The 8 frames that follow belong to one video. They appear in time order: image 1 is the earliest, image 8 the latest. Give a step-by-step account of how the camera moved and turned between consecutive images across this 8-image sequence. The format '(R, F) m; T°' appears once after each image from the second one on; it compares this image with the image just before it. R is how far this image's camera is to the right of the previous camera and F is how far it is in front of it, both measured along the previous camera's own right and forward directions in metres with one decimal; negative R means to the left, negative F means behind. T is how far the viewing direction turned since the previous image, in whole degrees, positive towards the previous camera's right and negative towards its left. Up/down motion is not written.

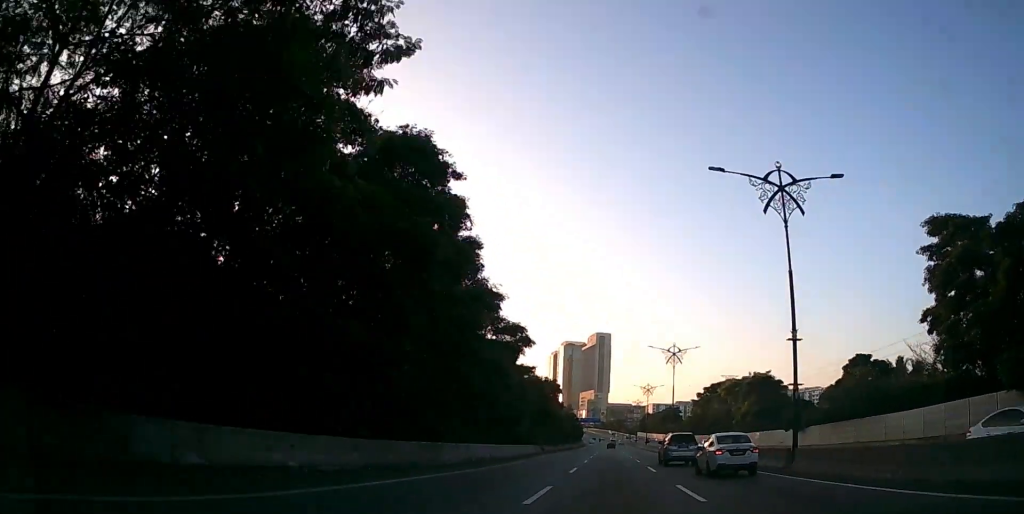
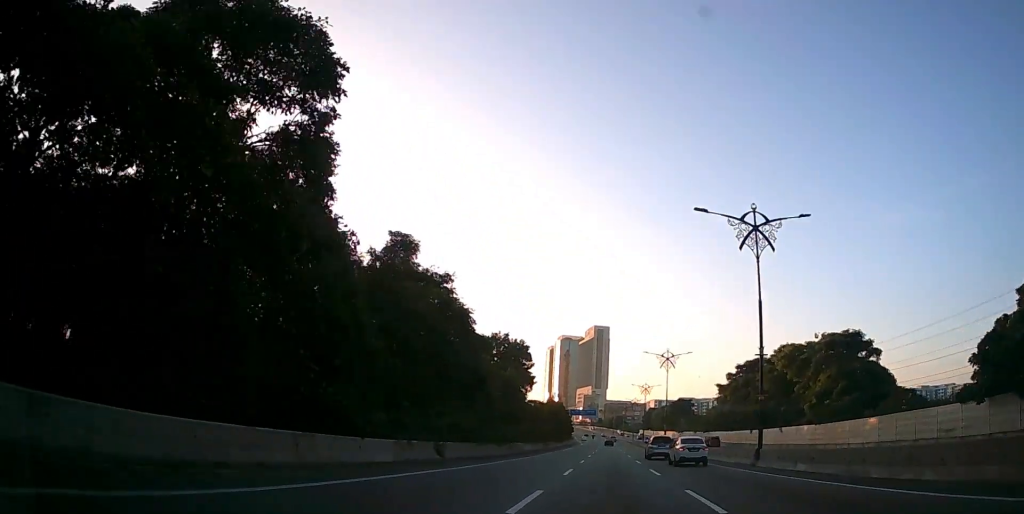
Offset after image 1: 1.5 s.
(+0.3, +38.2) m; +1°
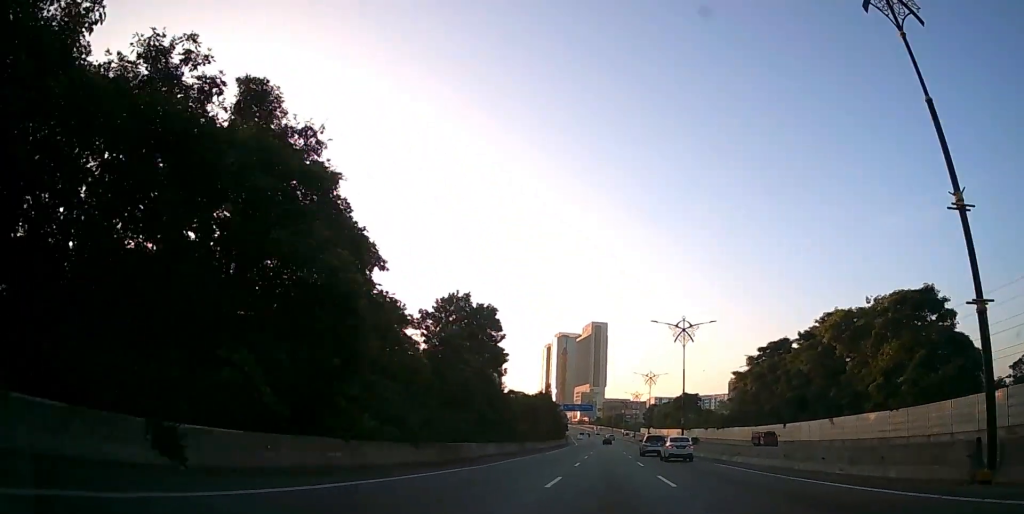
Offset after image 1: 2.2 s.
(0.0, +17.2) m; 0°
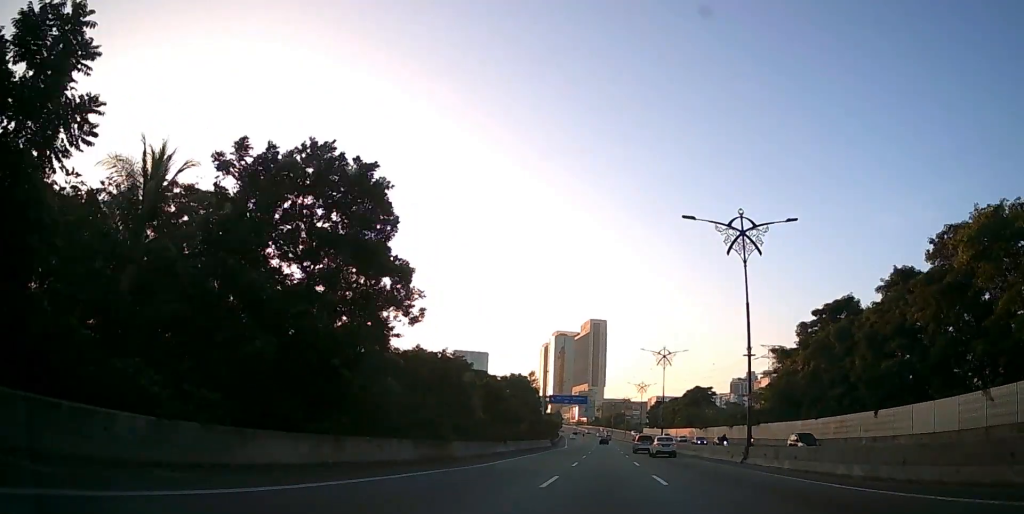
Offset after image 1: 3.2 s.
(0.0, +25.2) m; 0°
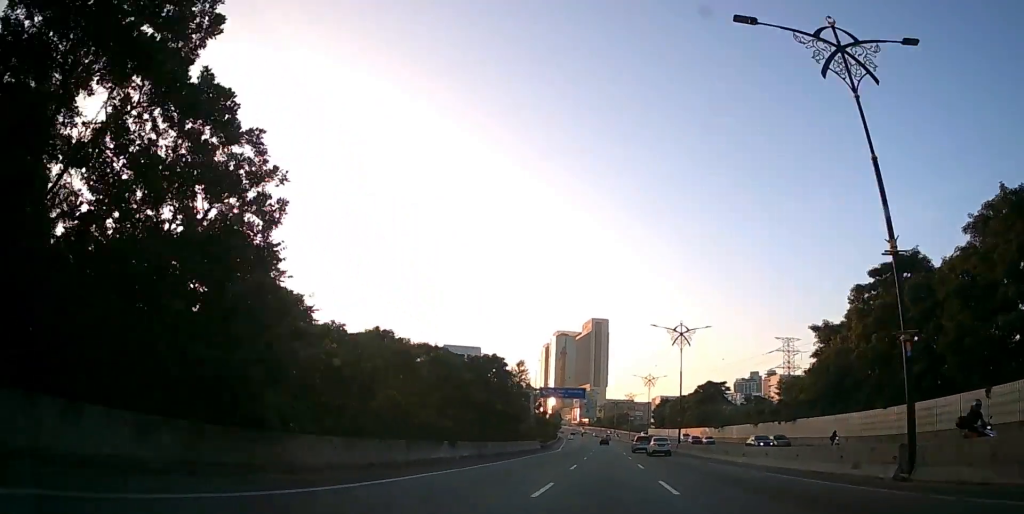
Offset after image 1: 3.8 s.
(0.0, +15.6) m; 0°
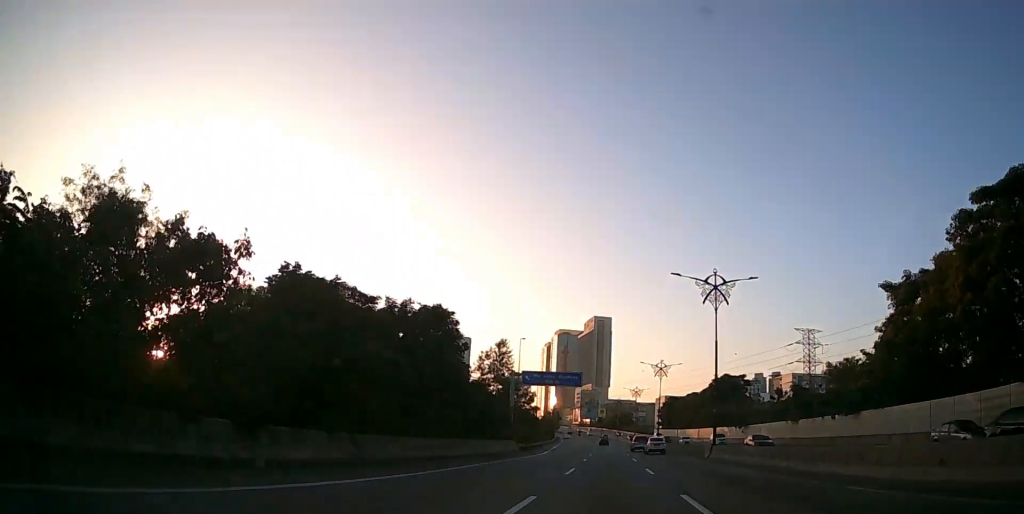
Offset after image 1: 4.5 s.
(0.0, +16.8) m; 0°
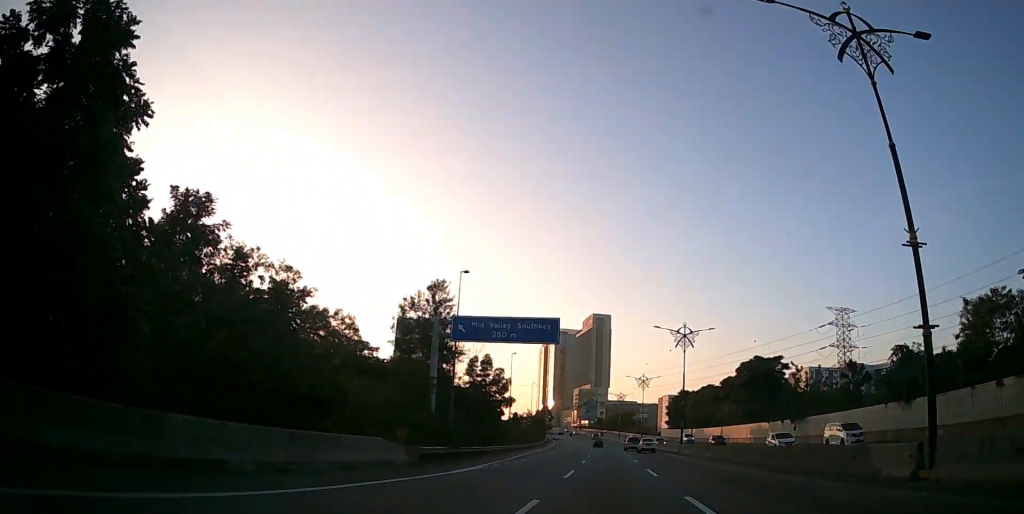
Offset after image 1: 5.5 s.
(-0.1, +26.4) m; 0°
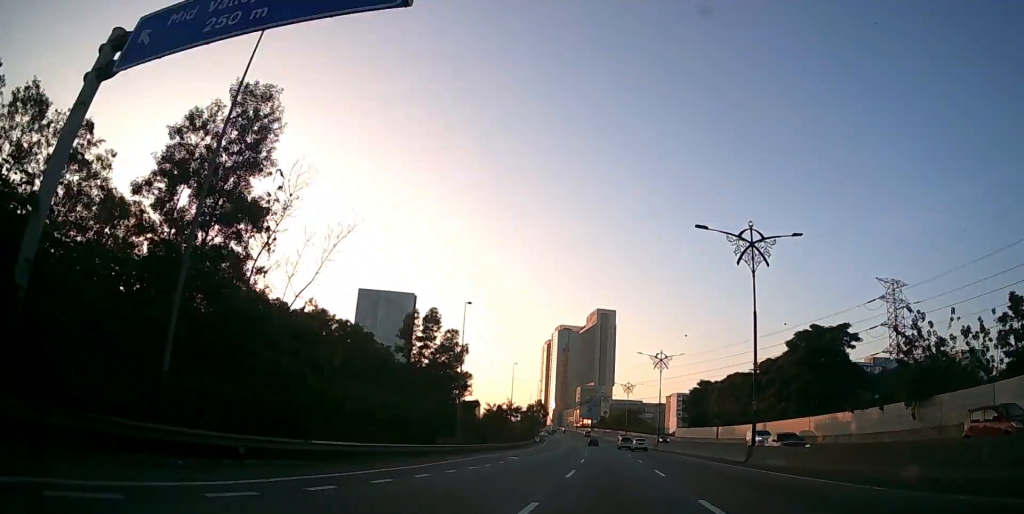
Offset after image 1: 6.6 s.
(0.0, +26.0) m; 0°
